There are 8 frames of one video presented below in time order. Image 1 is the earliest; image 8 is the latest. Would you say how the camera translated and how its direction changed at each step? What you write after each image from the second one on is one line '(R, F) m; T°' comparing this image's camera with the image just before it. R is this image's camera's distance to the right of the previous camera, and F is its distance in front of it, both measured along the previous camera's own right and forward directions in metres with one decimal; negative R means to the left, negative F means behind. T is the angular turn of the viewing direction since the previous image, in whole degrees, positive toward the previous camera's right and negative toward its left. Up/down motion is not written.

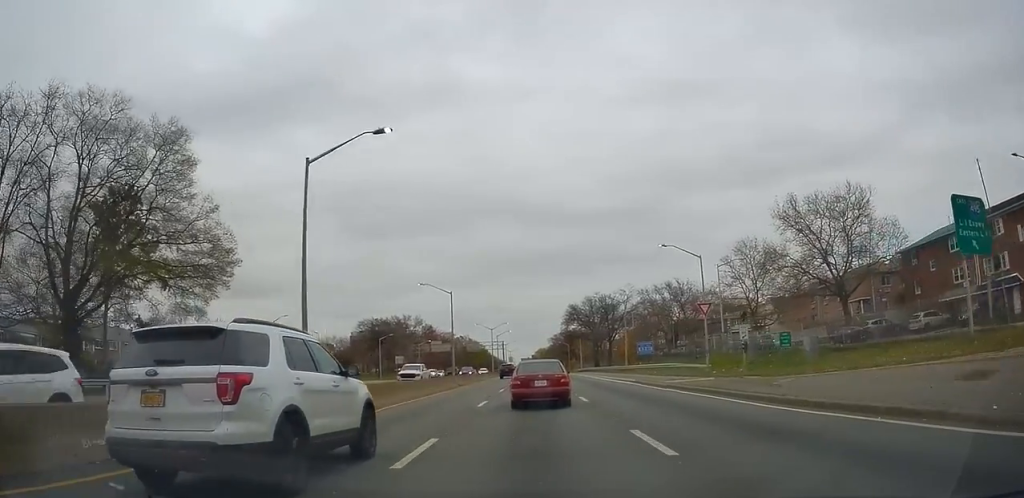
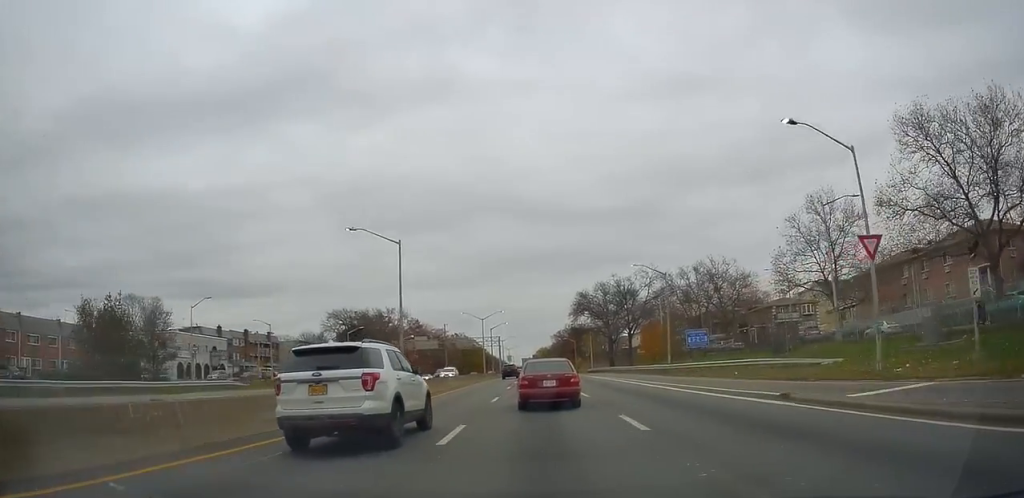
(+0.2, +20.6) m; -1°
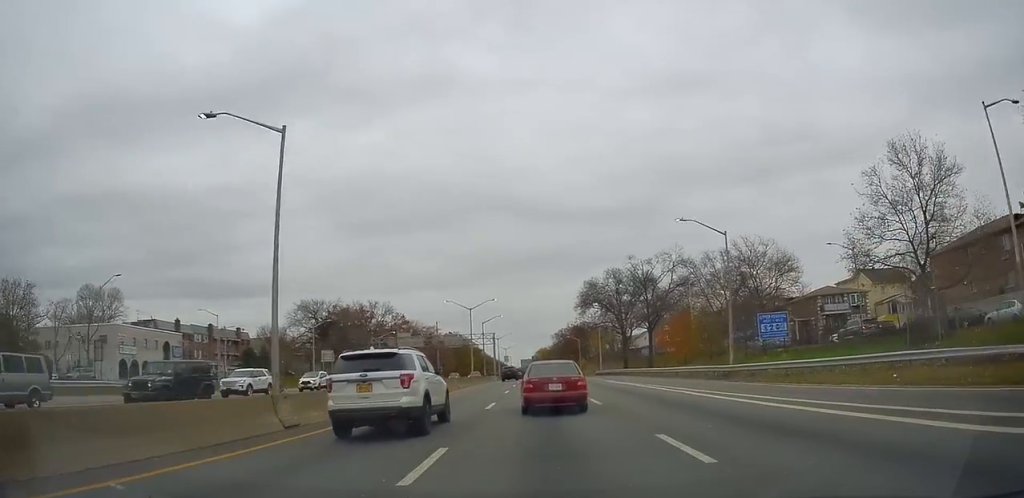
(-0.2, +14.8) m; -1°
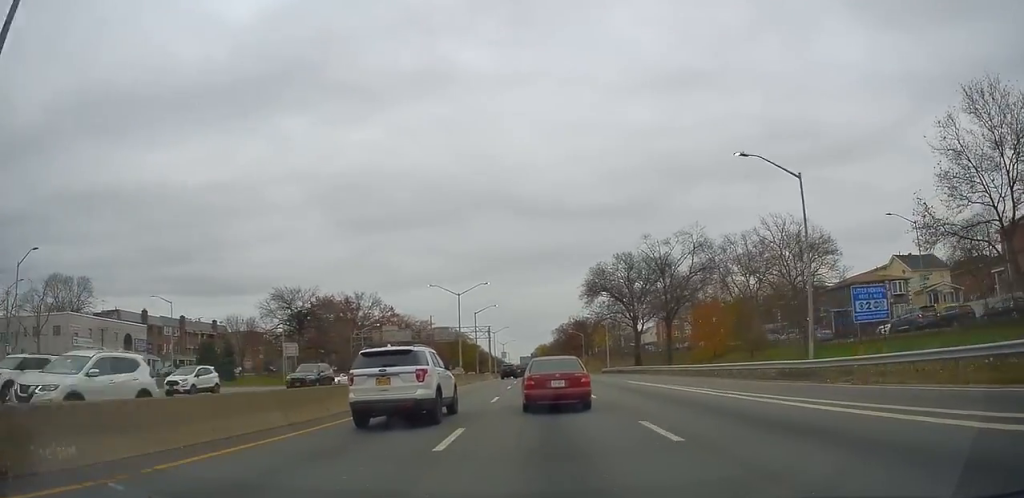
(-0.3, +9.7) m; 0°
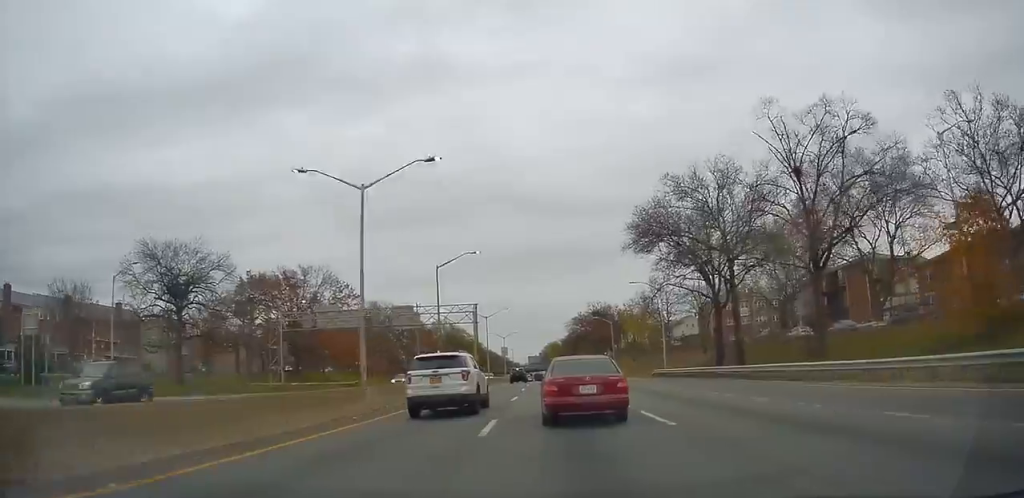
(+0.2, +32.4) m; 0°
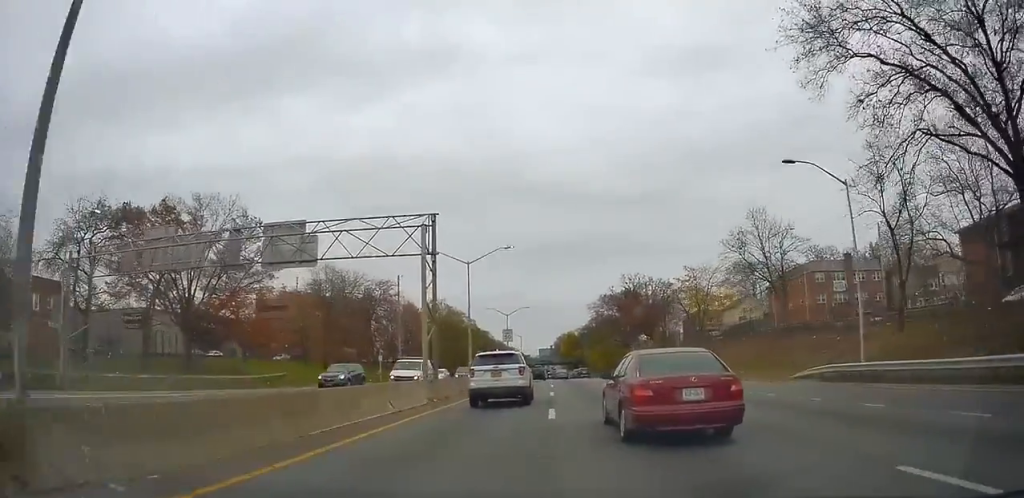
(+0.4, +33.1) m; +1°
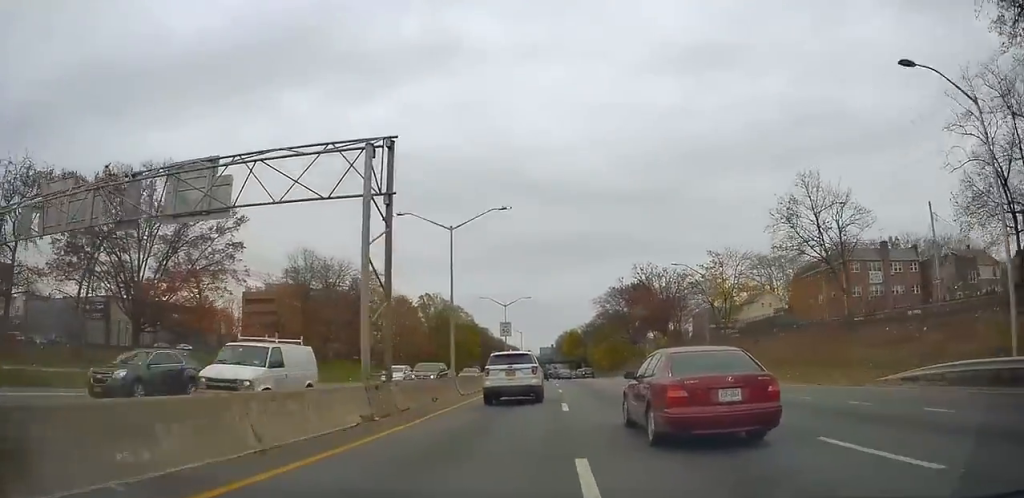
(0.0, +9.4) m; -1°
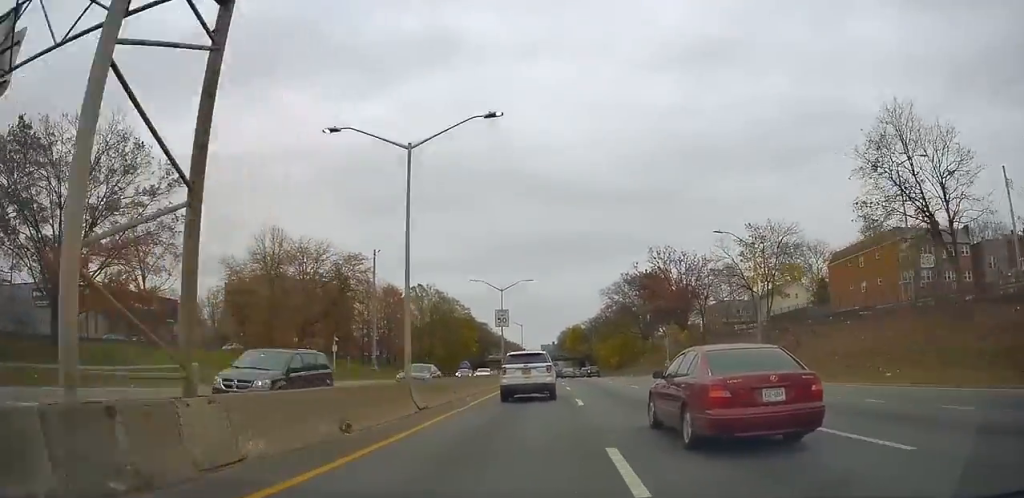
(0.0, +11.1) m; -1°
